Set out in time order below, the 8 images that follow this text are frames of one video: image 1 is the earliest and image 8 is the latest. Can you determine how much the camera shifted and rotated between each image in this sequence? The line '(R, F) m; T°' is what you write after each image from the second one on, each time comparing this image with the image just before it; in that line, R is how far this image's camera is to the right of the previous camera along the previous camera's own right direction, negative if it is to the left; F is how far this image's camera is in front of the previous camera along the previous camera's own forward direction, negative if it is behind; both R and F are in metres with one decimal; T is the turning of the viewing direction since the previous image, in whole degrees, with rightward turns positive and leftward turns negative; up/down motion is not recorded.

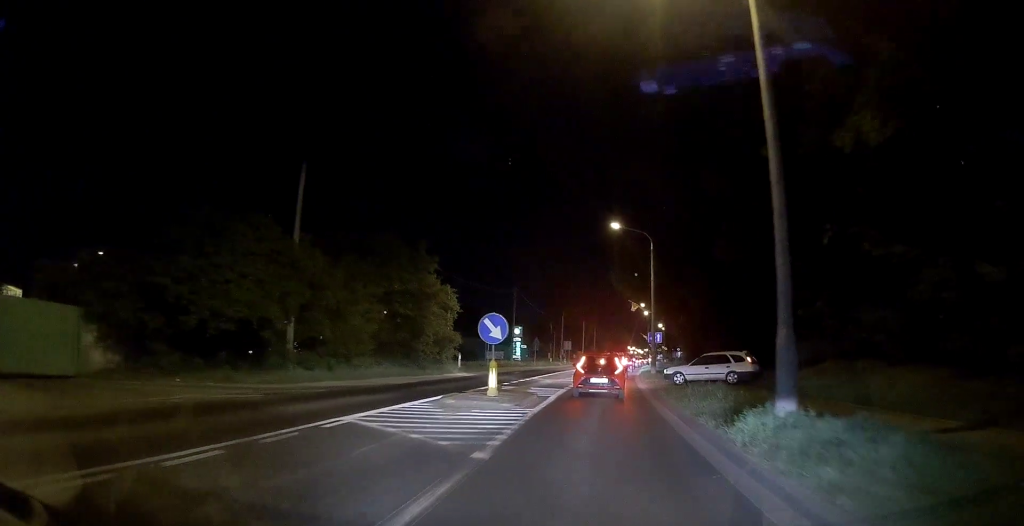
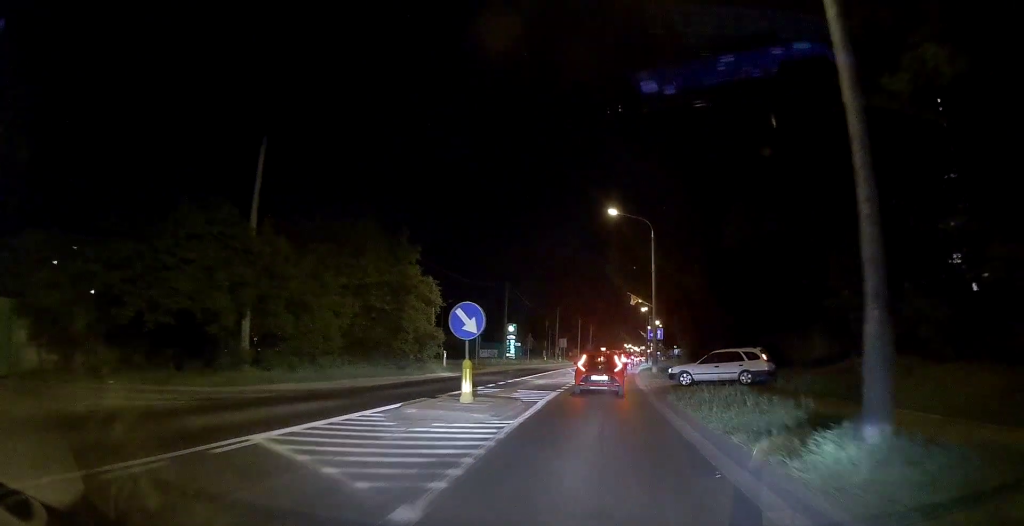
(0.0, +2.7) m; +1°
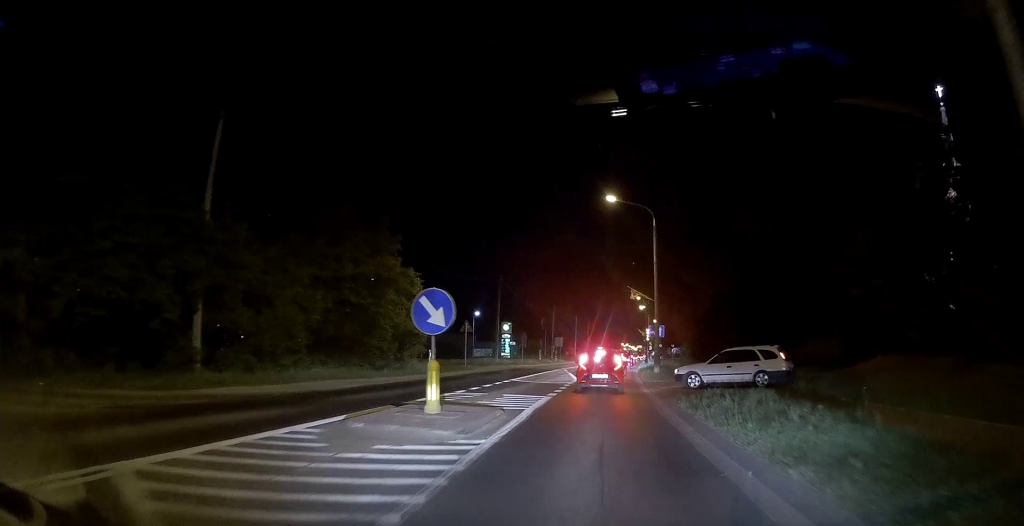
(0.0, +2.3) m; +1°
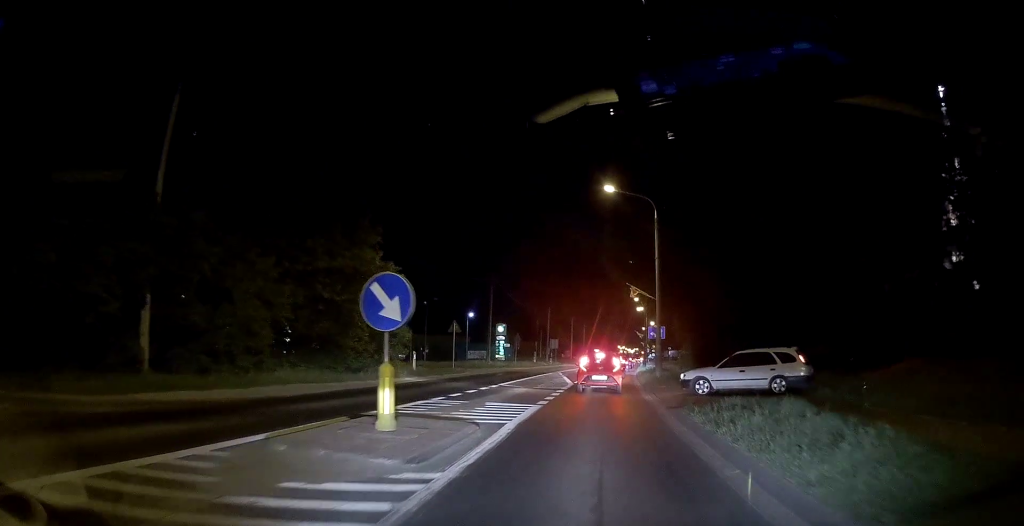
(0.0, +2.2) m; +1°
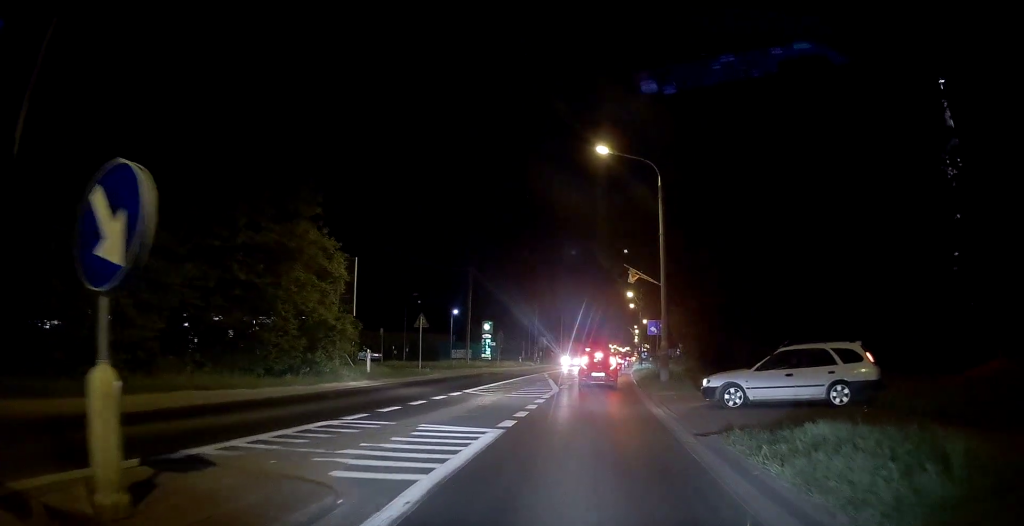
(0.0, +4.4) m; -1°
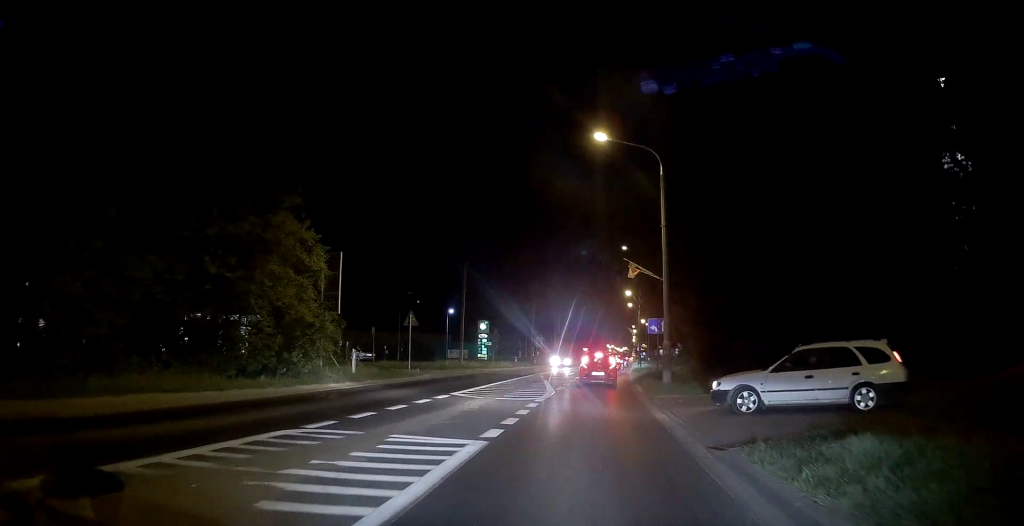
(0.0, +1.1) m; -1°
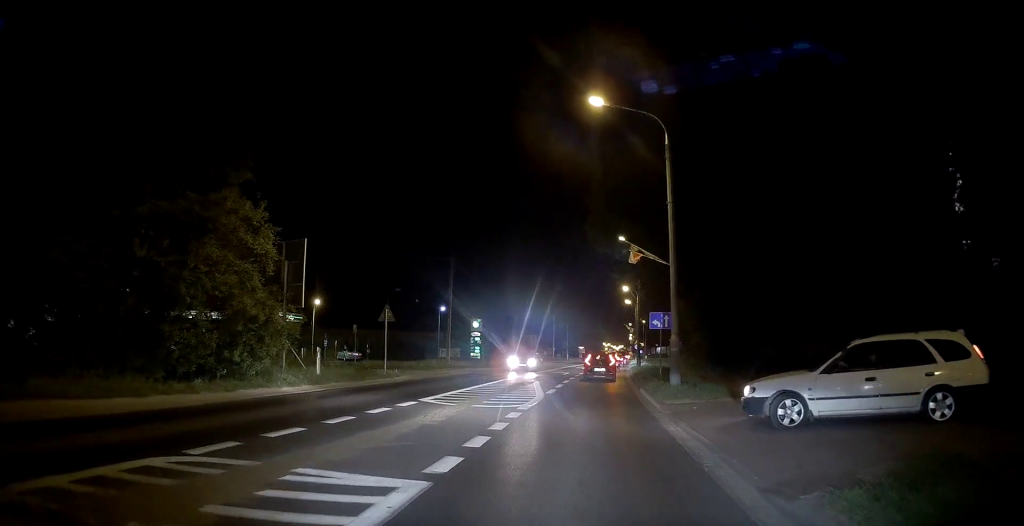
(-0.1, +2.1) m; -1°
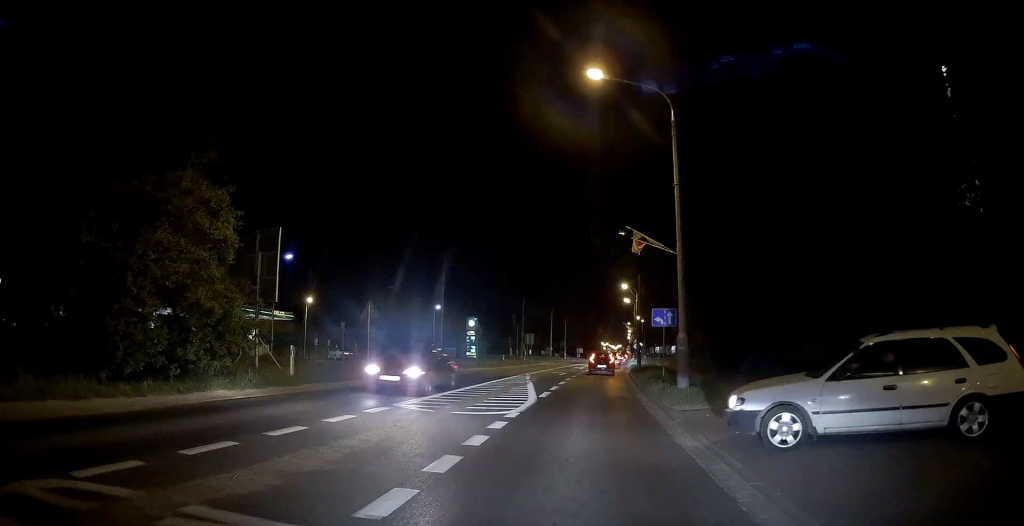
(+0.2, +1.6) m; 0°
